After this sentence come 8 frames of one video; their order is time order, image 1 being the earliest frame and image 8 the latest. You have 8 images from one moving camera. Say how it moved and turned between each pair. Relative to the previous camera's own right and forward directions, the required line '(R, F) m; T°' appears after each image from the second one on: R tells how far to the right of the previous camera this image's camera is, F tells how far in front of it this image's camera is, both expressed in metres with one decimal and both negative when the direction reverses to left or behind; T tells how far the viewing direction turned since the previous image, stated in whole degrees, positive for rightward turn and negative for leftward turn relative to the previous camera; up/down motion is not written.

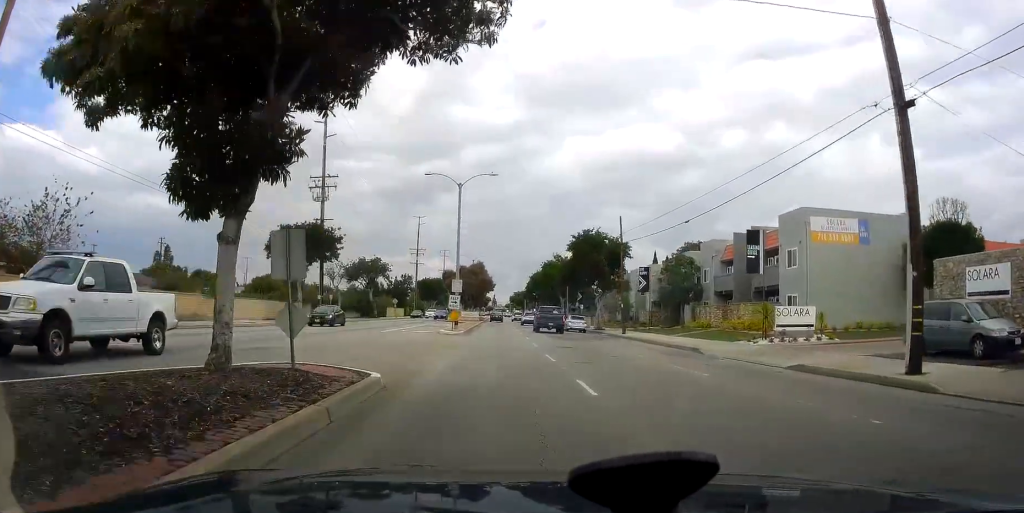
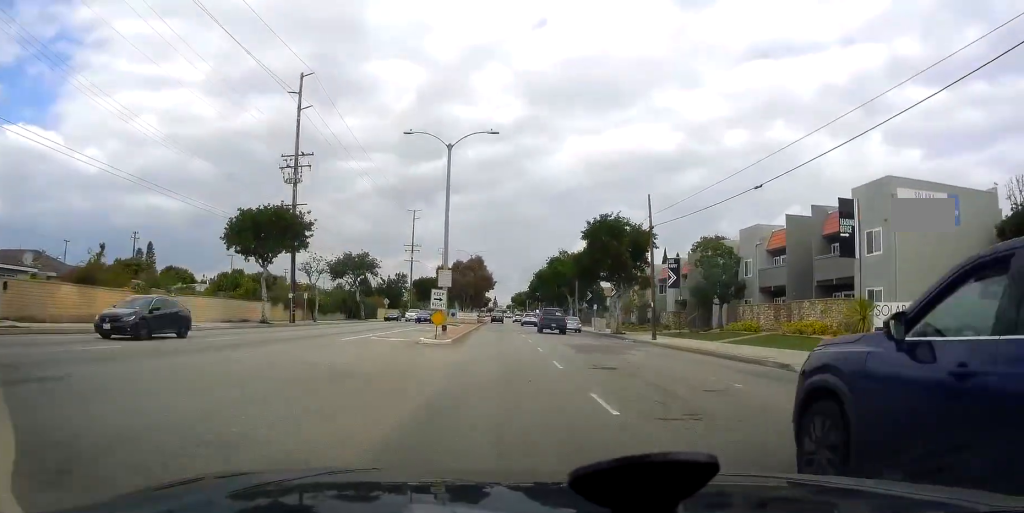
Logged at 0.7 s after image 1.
(0.0, +9.3) m; 0°
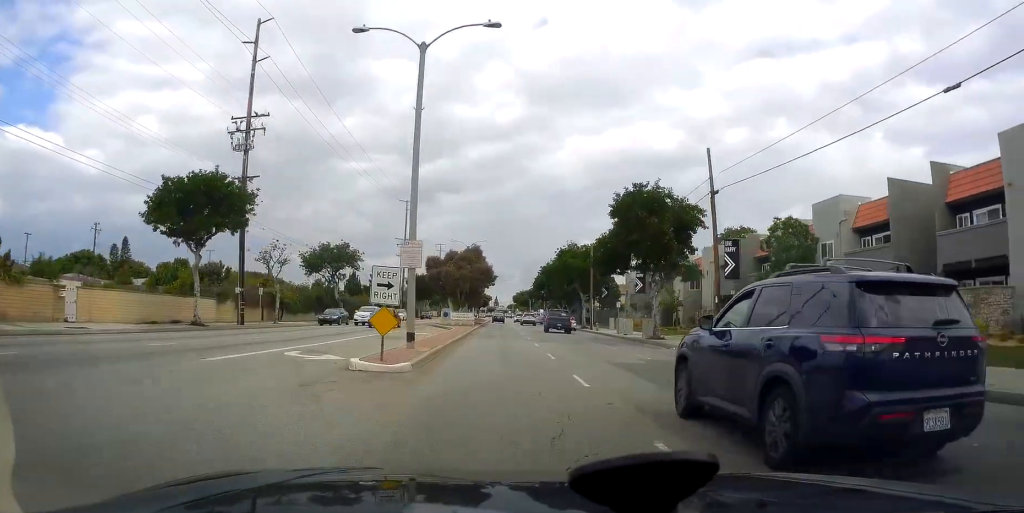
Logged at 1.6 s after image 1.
(0.0, +11.6) m; -1°
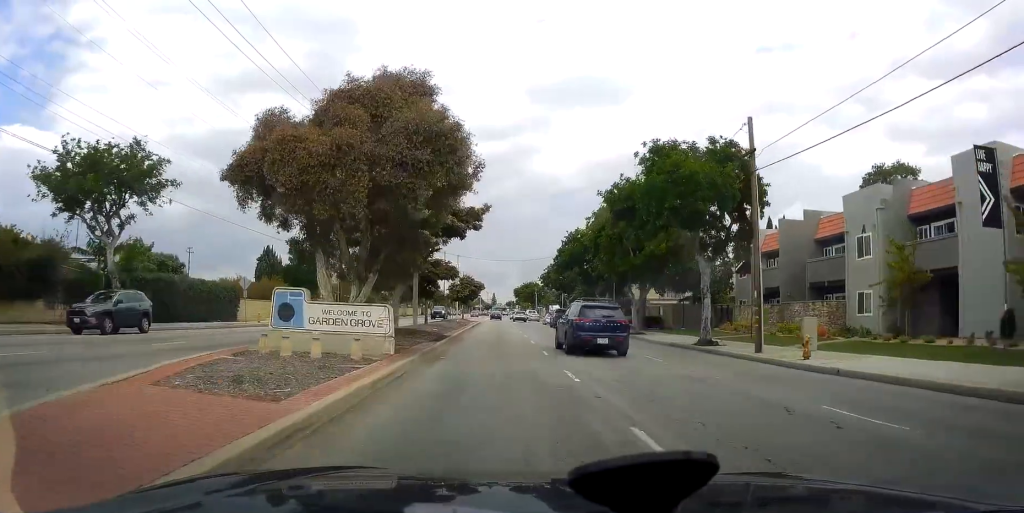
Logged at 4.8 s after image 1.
(-1.1, +44.0) m; +1°
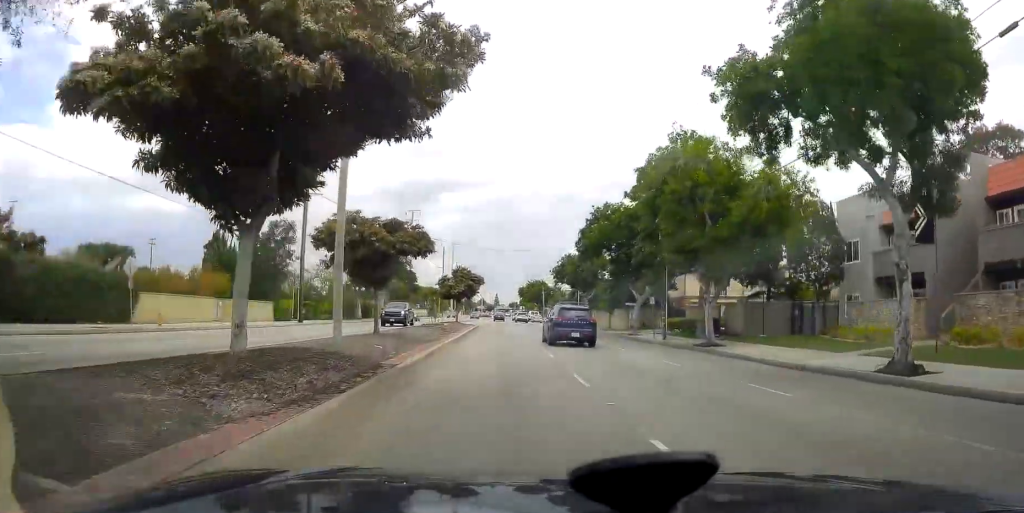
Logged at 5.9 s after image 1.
(0.0, +15.4) m; 0°
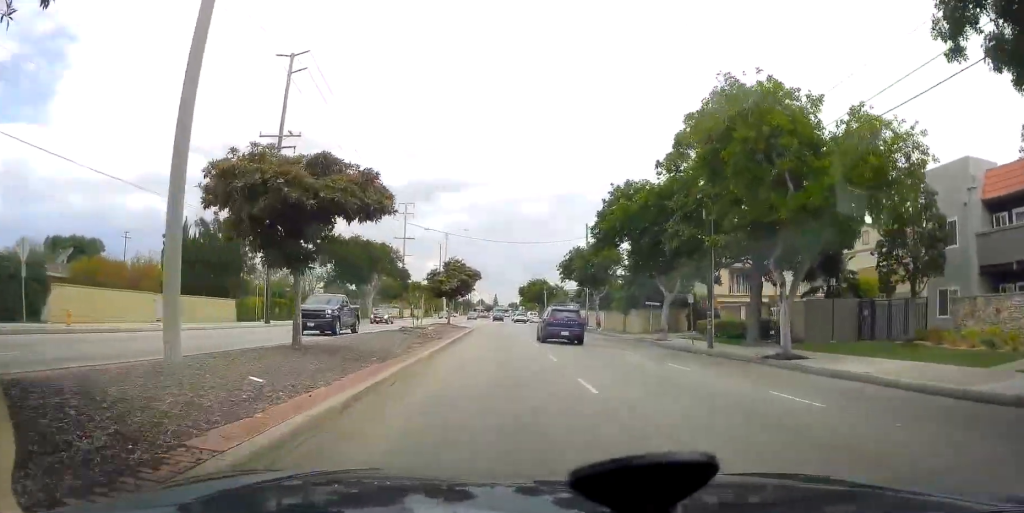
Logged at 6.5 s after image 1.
(0.0, +8.1) m; 0°
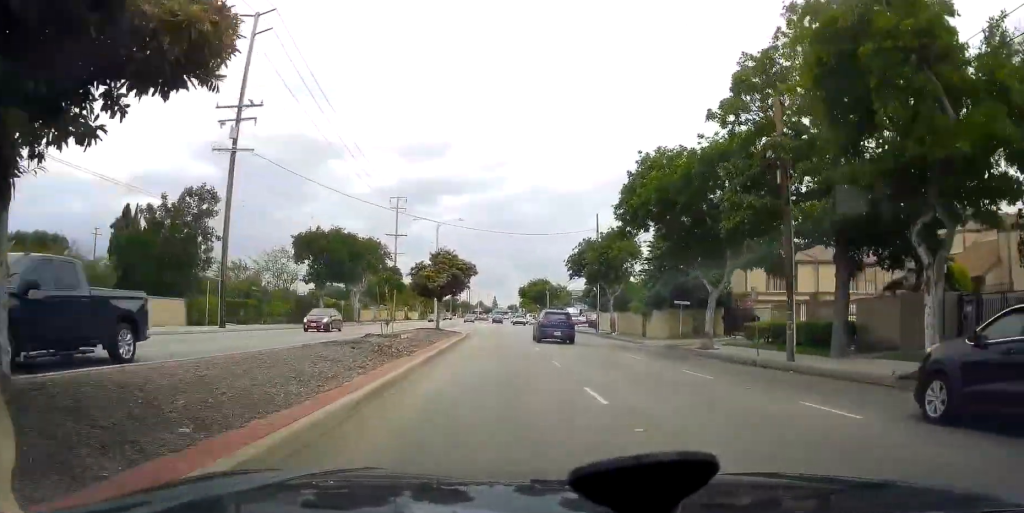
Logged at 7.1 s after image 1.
(0.0, +8.1) m; 0°
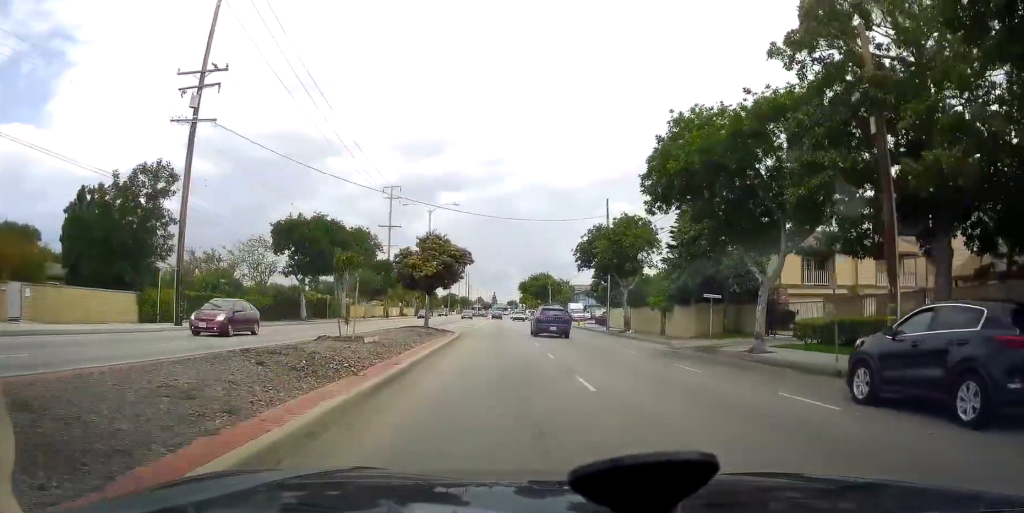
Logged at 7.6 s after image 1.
(0.0, +5.9) m; 0°
